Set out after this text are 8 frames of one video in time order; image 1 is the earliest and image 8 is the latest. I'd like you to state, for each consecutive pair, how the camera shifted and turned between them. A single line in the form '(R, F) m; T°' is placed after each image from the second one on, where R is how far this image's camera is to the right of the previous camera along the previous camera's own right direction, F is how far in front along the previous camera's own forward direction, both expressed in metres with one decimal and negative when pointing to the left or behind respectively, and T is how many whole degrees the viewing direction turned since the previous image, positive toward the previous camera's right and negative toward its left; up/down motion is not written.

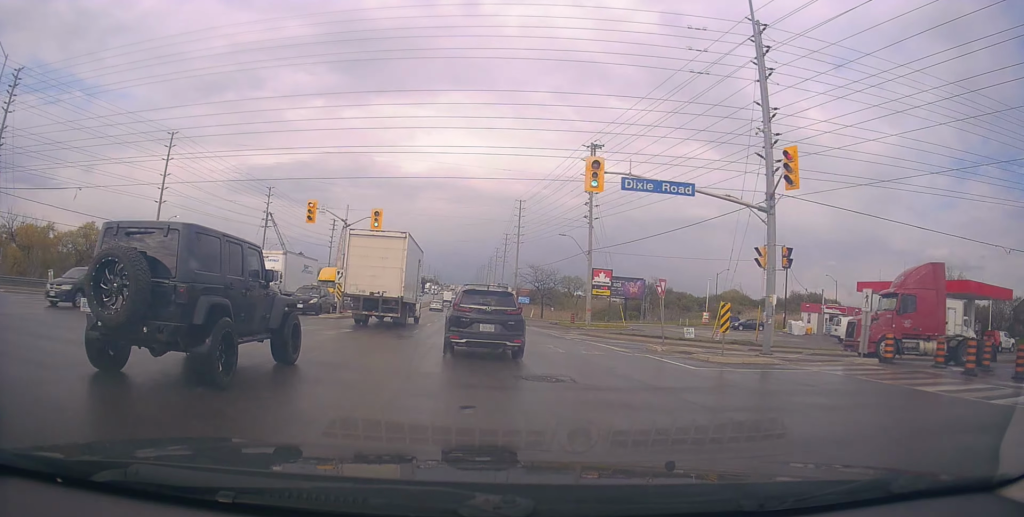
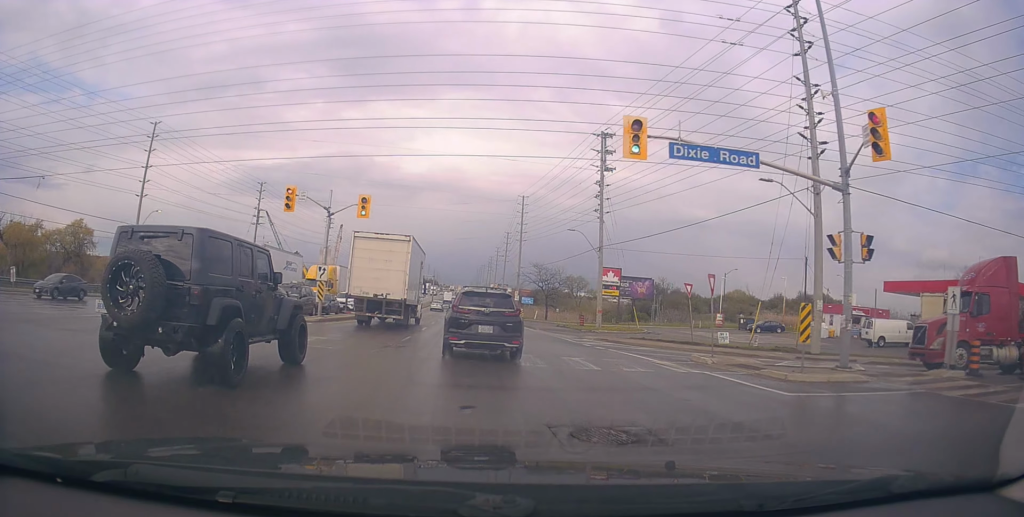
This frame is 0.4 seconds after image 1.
(+0.2, +4.5) m; -1°
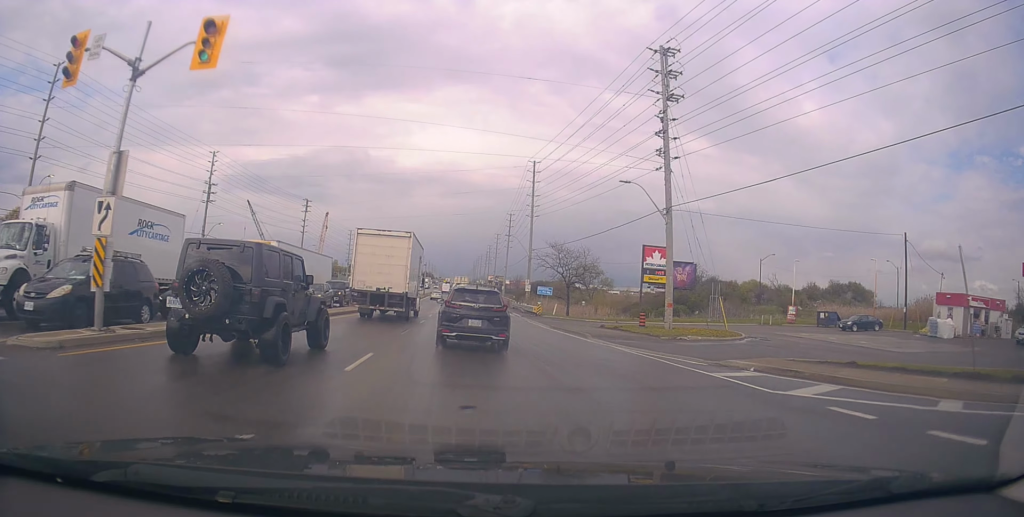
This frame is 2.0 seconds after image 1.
(-0.6, +17.8) m; -2°
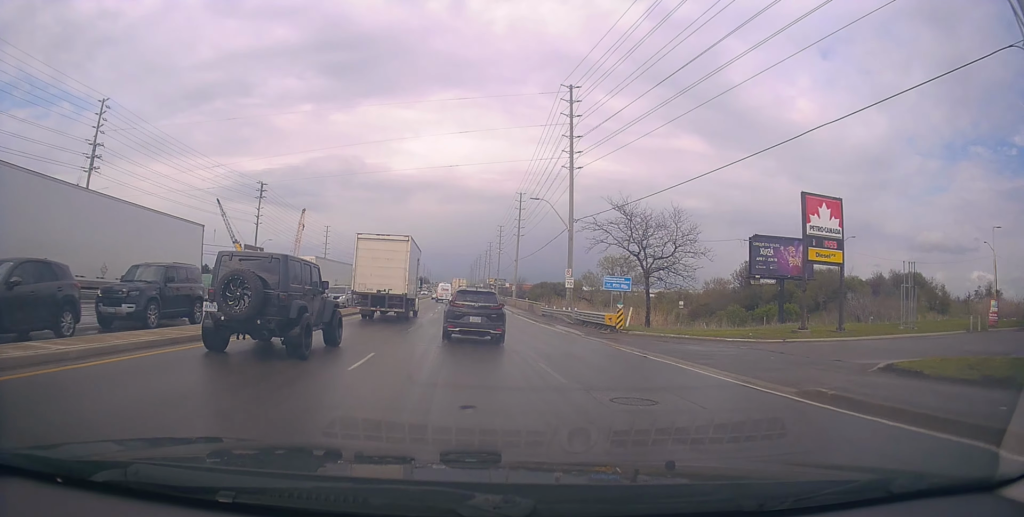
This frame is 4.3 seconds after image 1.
(+0.1, +26.9) m; 0°
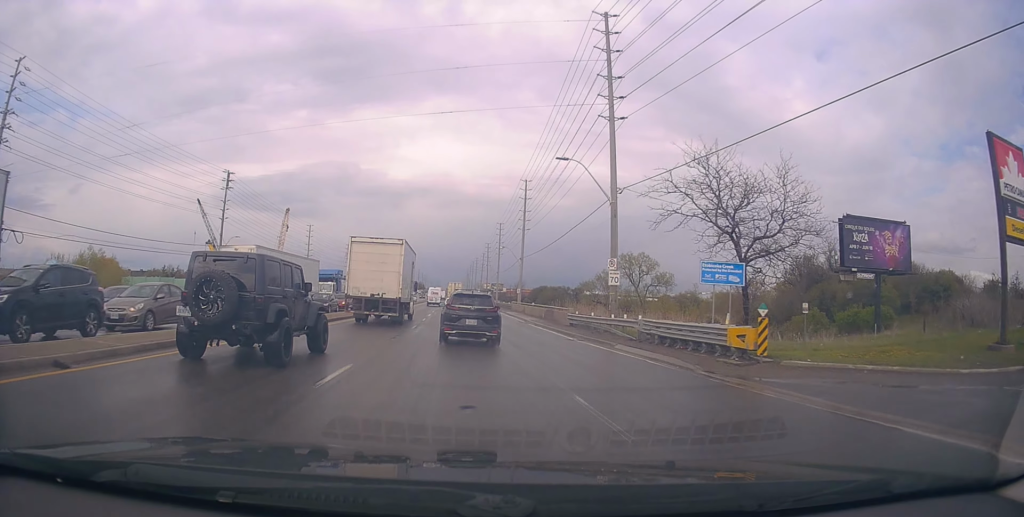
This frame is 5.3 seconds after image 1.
(+0.2, +13.3) m; +2°
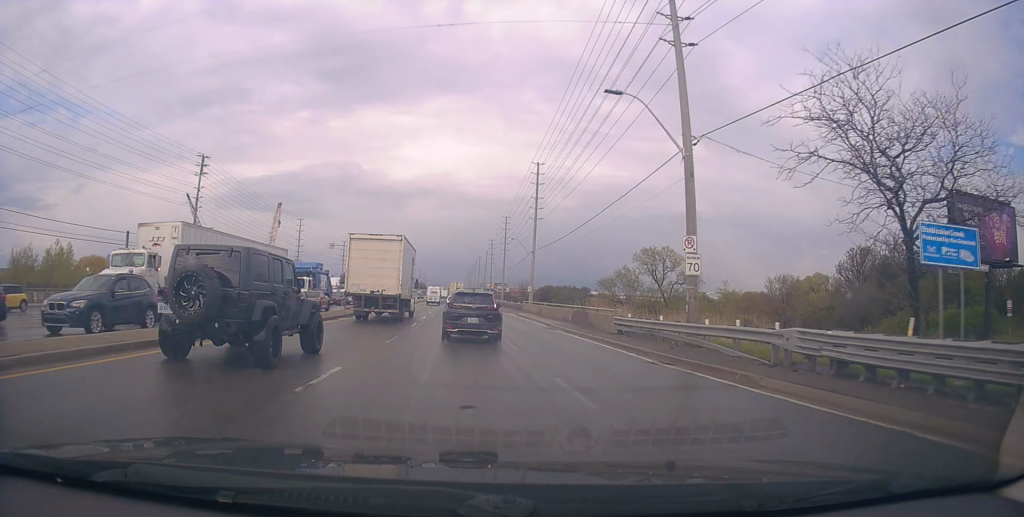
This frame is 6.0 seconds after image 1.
(+0.2, +10.0) m; 0°
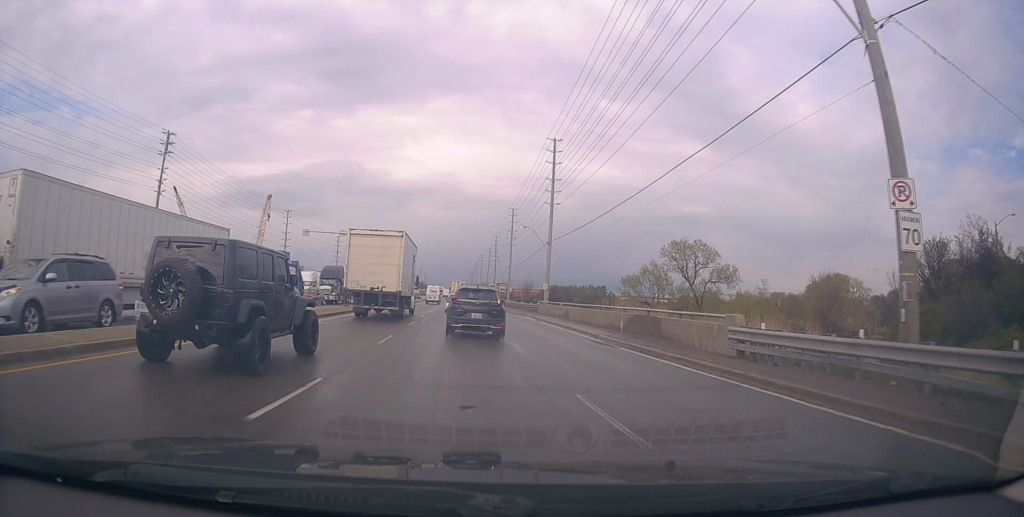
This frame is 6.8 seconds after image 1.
(0.0, +10.8) m; -2°
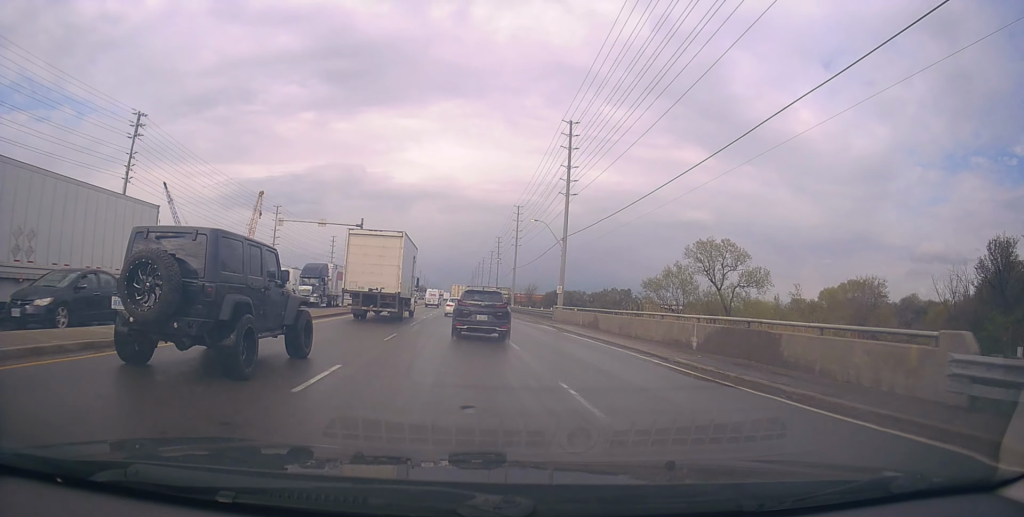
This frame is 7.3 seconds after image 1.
(-0.3, +7.6) m; 0°
